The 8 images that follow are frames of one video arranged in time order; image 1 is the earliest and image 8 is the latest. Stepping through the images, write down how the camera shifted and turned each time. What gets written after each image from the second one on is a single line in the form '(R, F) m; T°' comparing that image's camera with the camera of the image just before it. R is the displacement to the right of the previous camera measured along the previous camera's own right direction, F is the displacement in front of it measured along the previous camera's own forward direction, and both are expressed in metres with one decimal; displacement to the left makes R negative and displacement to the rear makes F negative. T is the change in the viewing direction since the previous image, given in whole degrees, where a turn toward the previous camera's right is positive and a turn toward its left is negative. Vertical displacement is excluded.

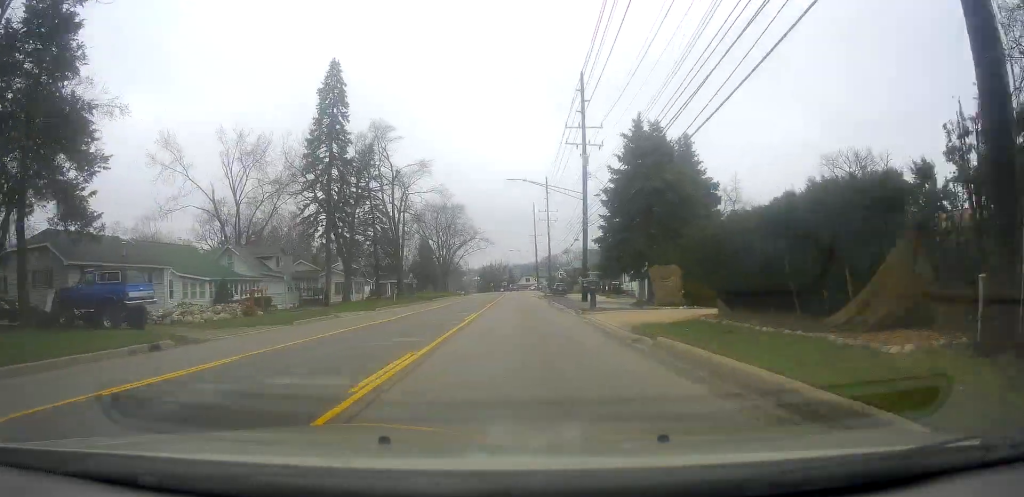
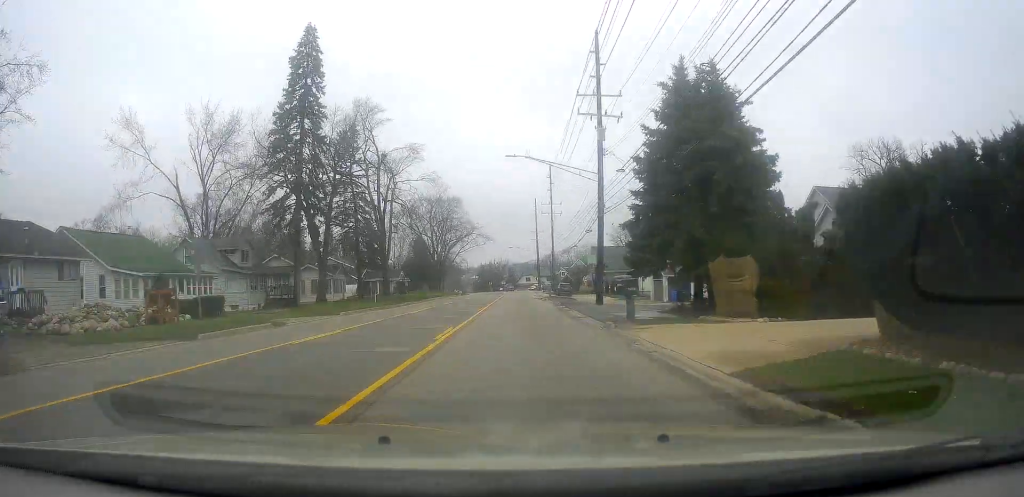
(+0.1, +8.3) m; 0°
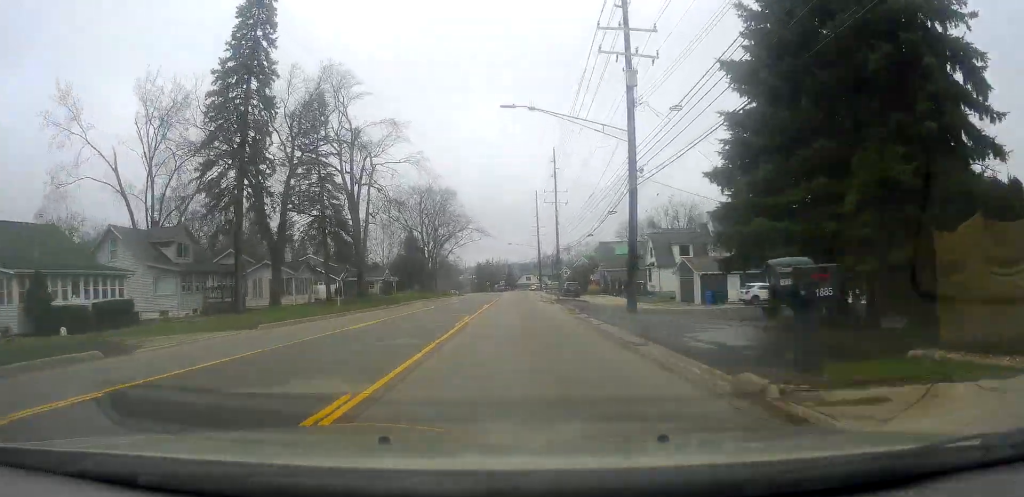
(-0.4, +10.8) m; 0°
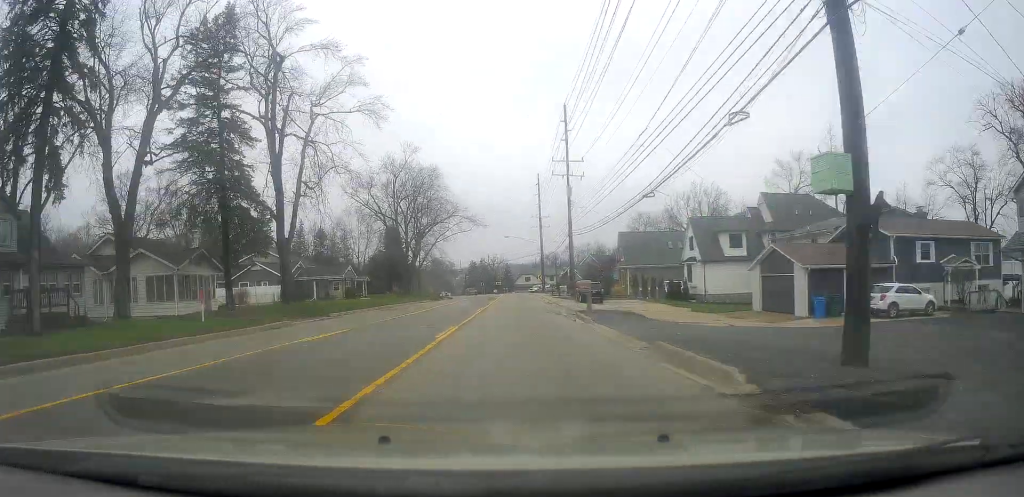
(+0.3, +18.8) m; +2°
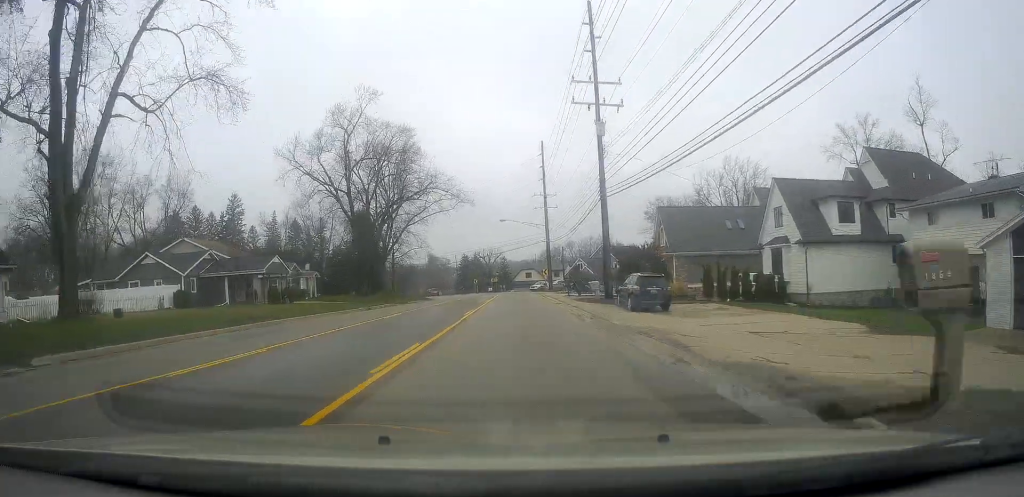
(+0.3, +21.0) m; +1°
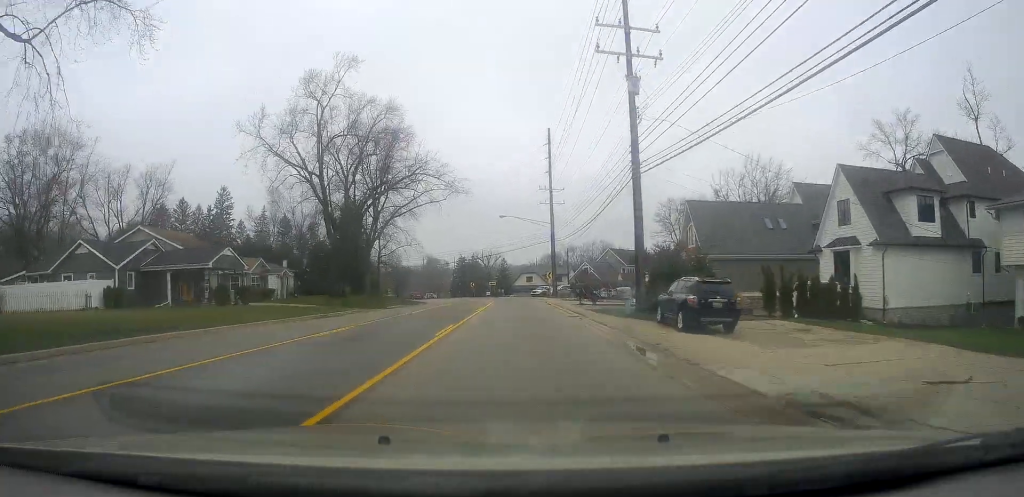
(0.0, +8.6) m; -1°
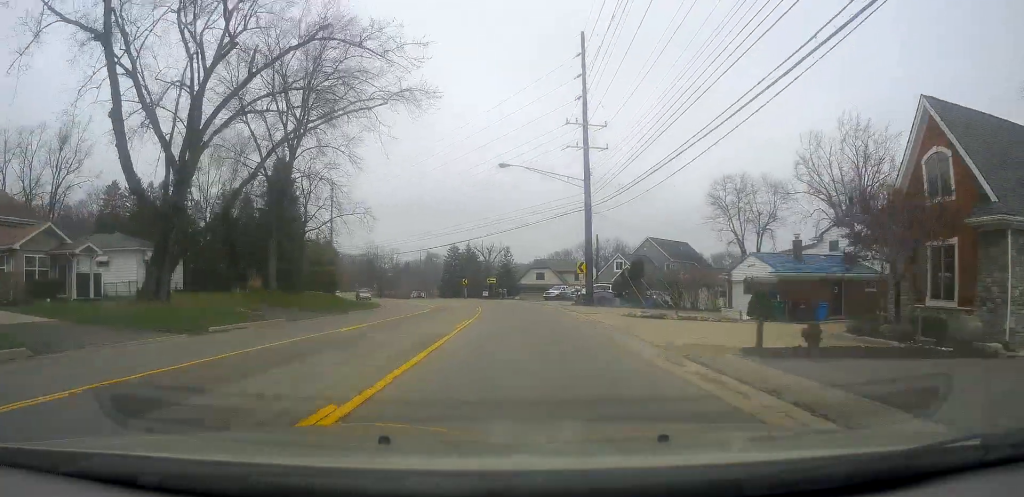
(-0.9, +28.2) m; -2°
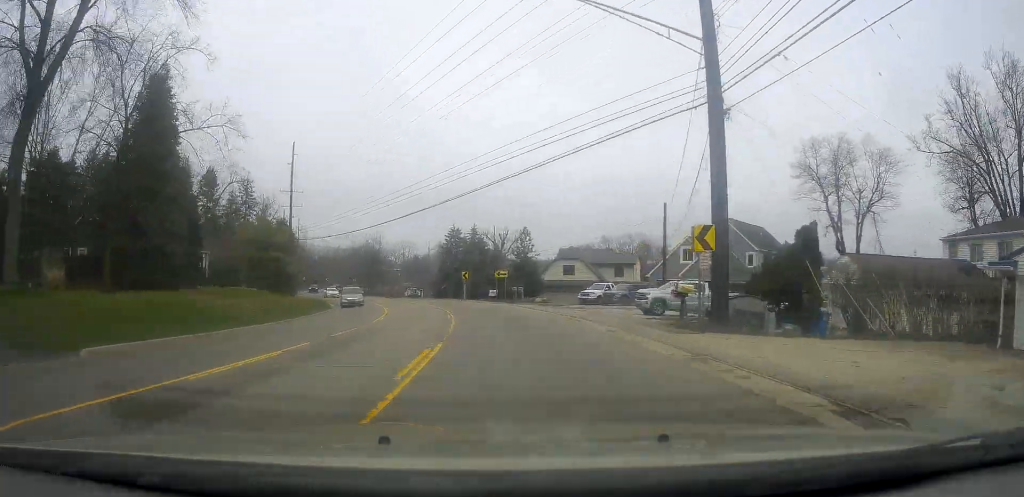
(+0.6, +24.5) m; 0°
